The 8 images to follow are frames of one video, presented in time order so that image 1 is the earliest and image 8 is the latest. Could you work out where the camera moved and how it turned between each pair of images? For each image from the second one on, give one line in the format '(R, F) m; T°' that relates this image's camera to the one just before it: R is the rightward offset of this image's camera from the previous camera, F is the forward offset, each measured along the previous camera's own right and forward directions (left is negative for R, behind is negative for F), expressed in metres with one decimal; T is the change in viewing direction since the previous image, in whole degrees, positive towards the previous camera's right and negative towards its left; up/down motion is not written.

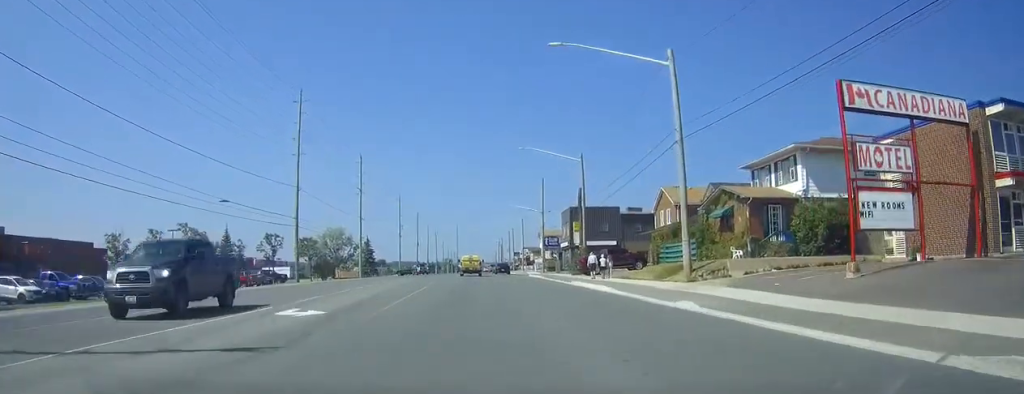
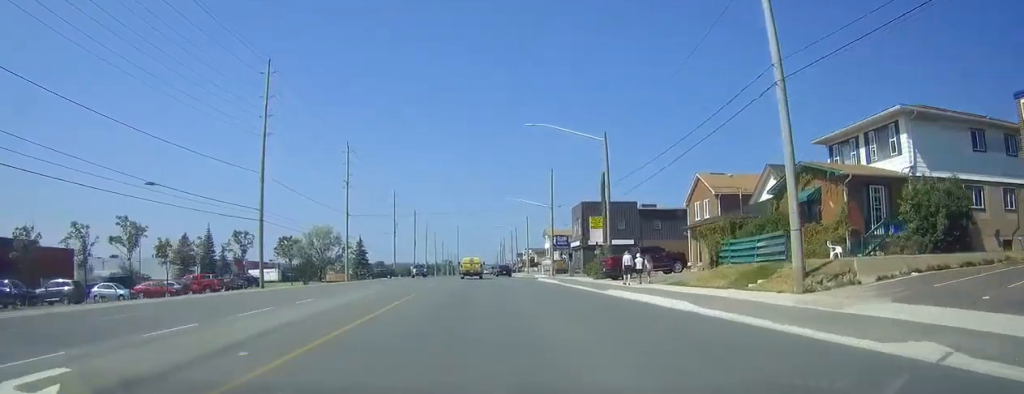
(0.0, +11.0) m; 0°
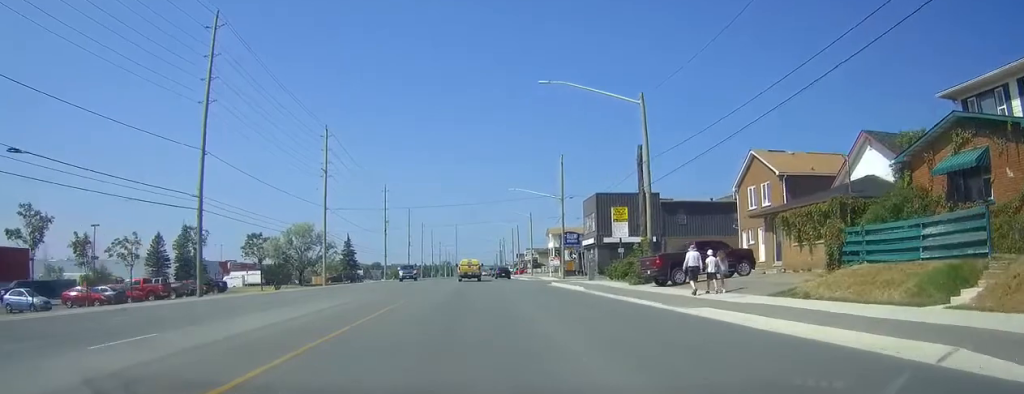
(0.0, +12.0) m; 0°
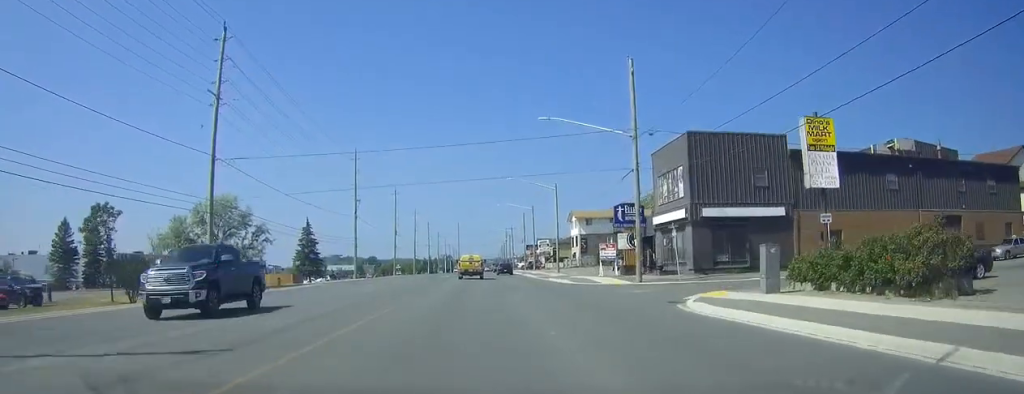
(-0.1, +34.1) m; 0°
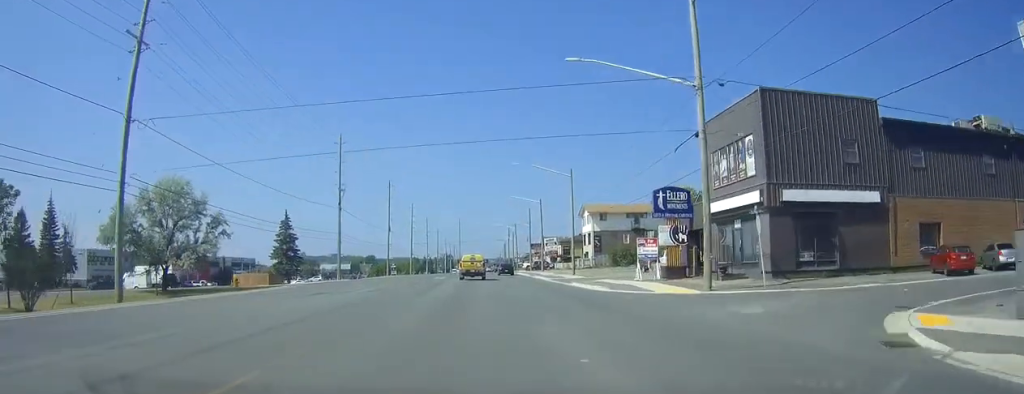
(0.0, +12.1) m; 0°
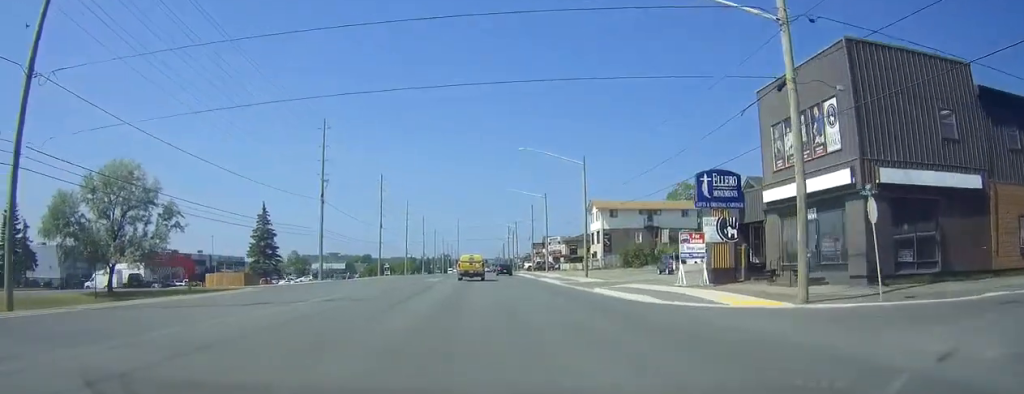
(-0.1, +9.0) m; 0°
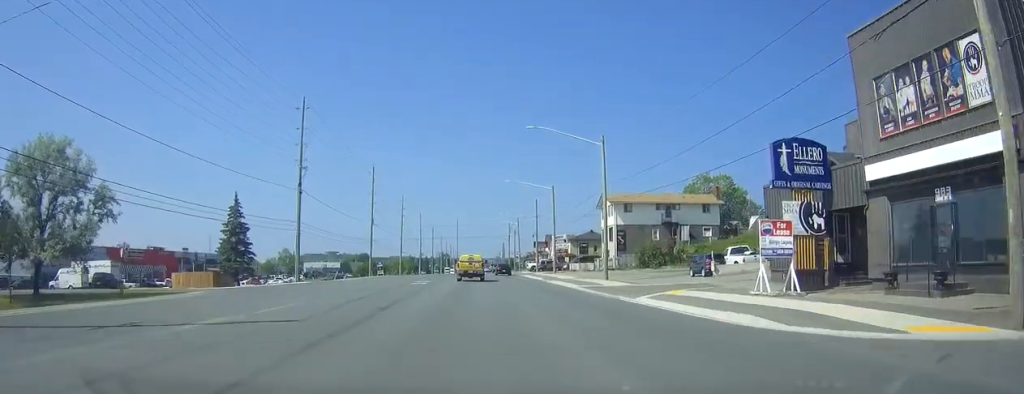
(+0.1, +9.5) m; 0°
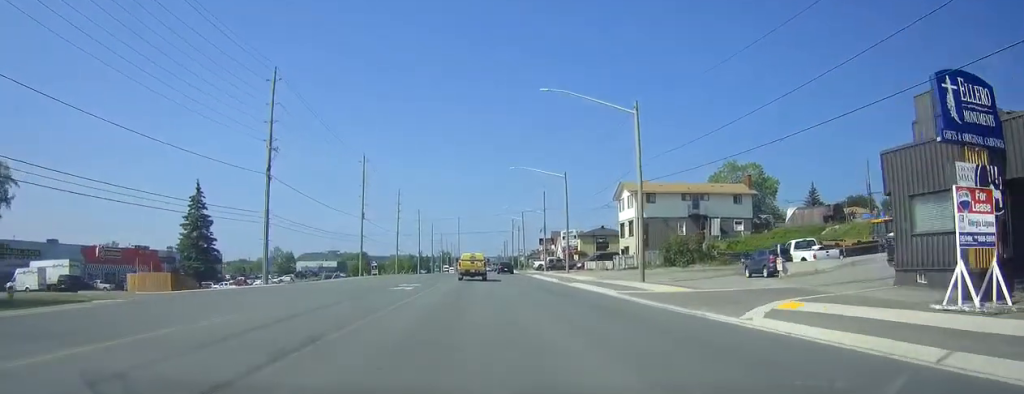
(0.0, +10.6) m; 0°
